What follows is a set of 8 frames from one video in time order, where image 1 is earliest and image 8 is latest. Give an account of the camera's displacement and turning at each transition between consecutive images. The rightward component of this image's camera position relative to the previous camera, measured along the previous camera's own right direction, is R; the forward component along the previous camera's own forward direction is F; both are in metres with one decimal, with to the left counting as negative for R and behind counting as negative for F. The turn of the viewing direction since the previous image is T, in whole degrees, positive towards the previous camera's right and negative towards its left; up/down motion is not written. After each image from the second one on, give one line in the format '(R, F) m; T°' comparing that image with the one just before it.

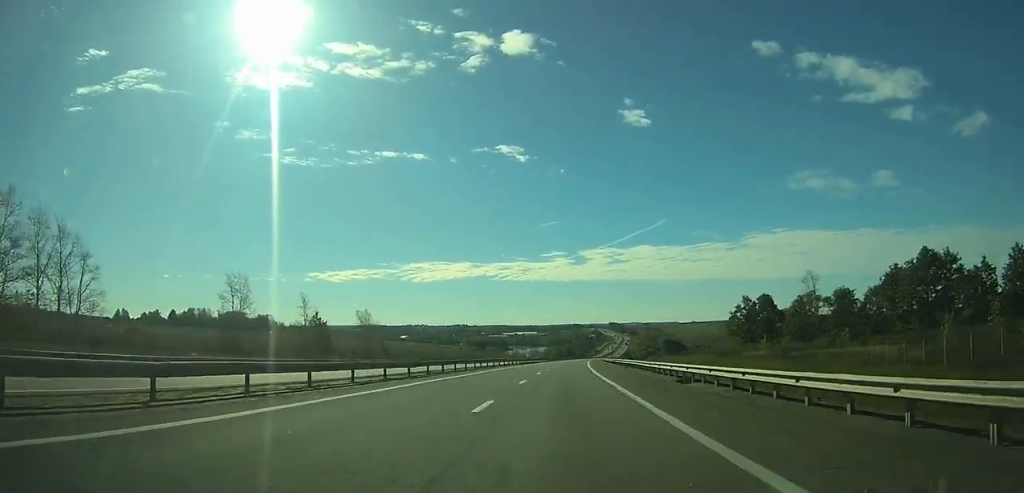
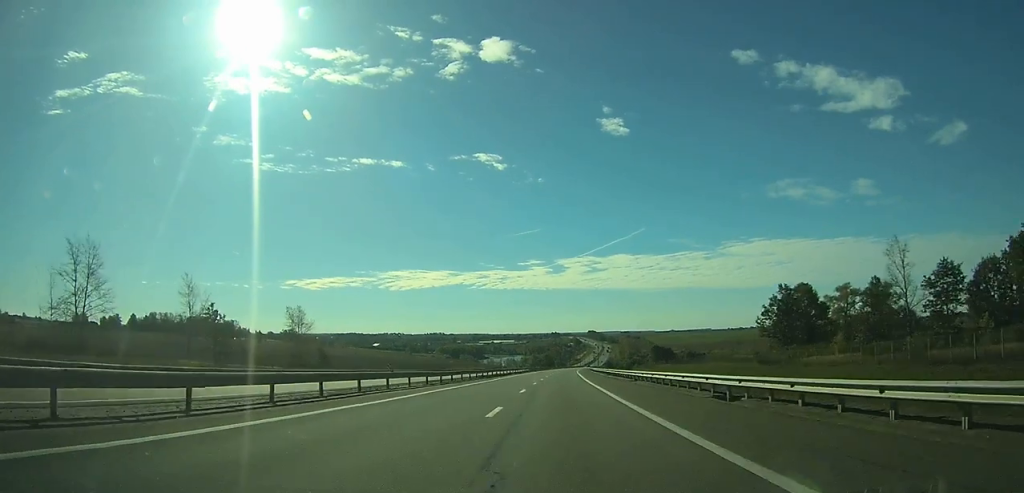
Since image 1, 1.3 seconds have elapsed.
(+0.3, +35.0) m; +2°
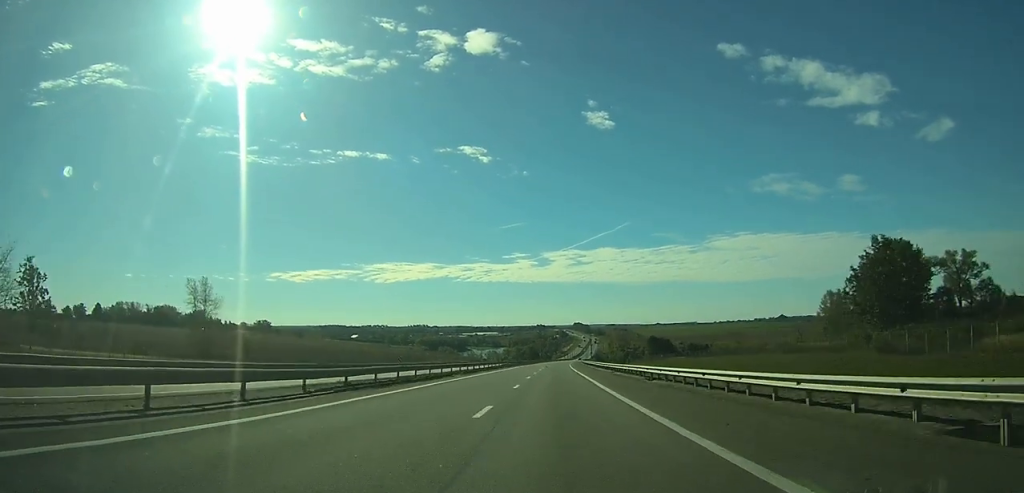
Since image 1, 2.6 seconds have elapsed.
(+0.8, +37.0) m; +1°
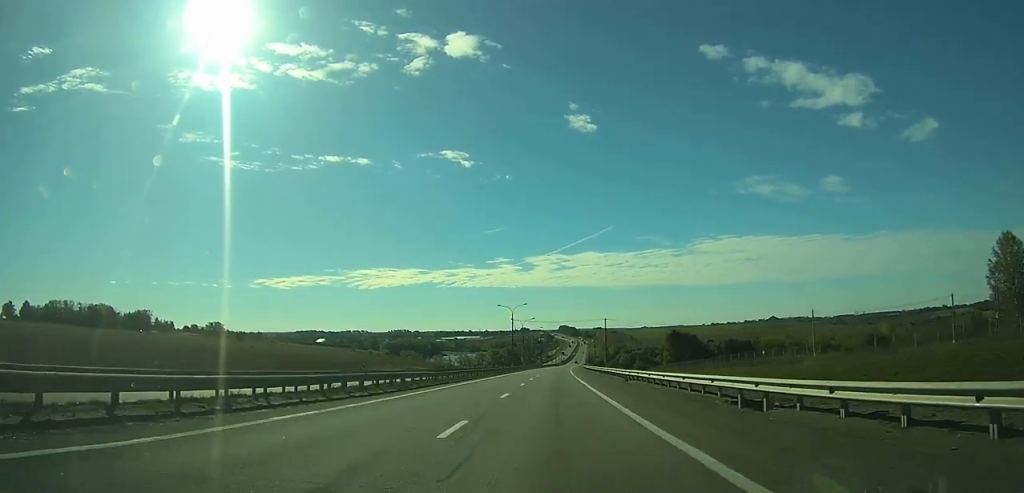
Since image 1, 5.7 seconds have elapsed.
(+2.0, +85.5) m; +2°
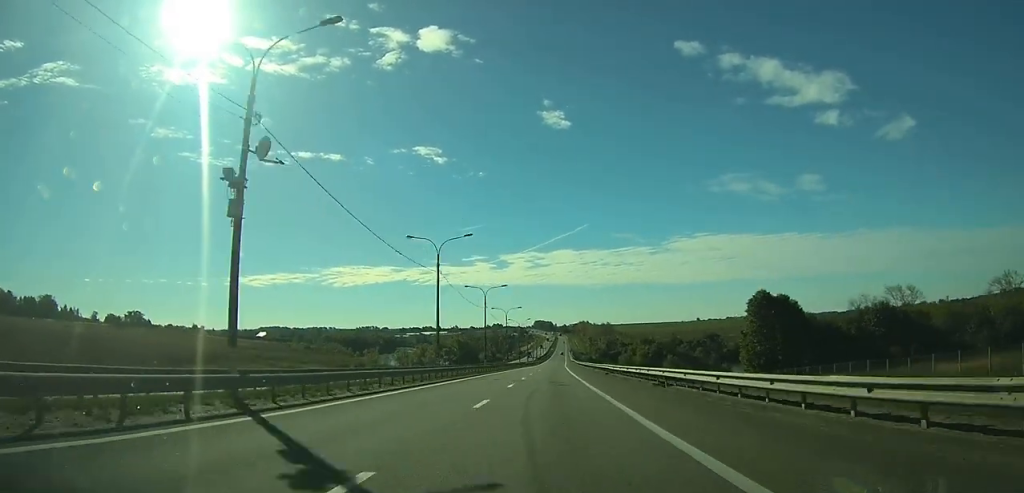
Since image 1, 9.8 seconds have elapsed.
(+2.0, +114.6) m; +2°
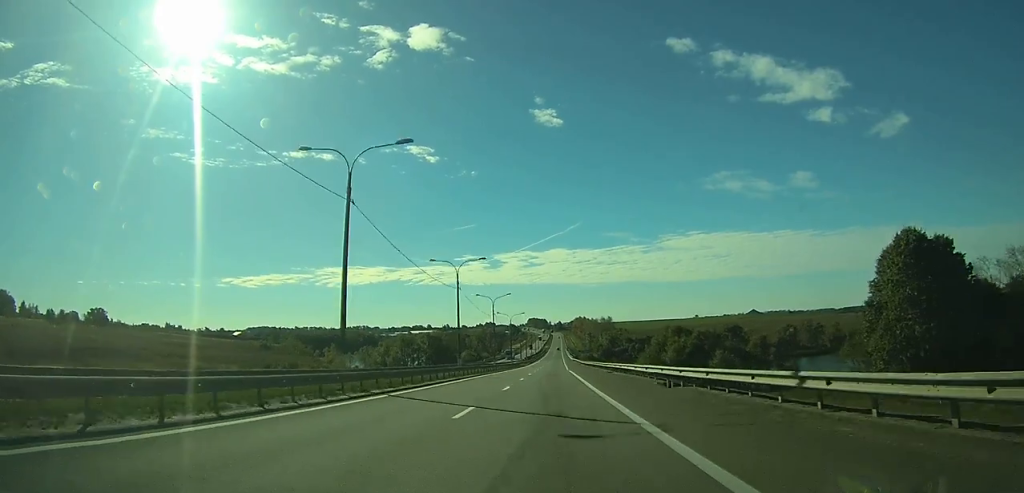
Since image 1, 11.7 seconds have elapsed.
(+0.3, +51.1) m; +1°
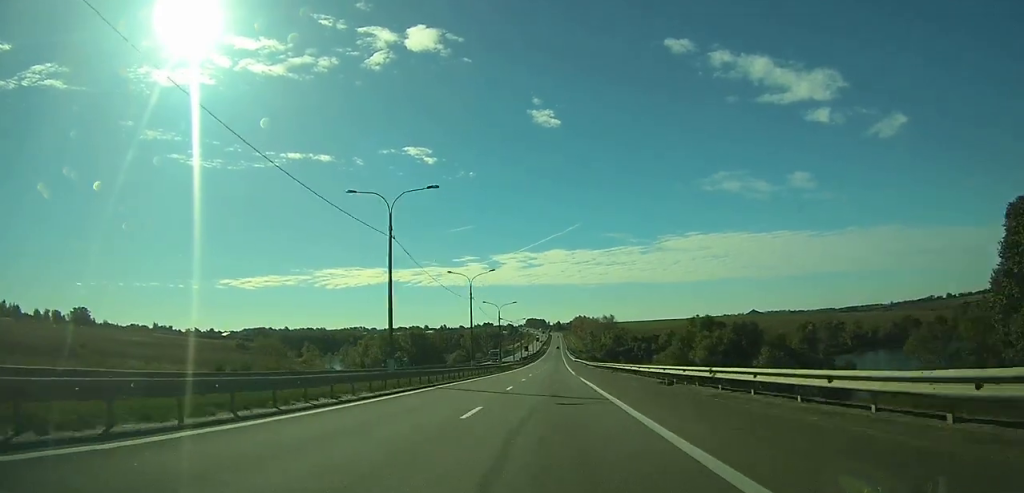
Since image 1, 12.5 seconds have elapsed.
(+0.1, +23.7) m; 0°
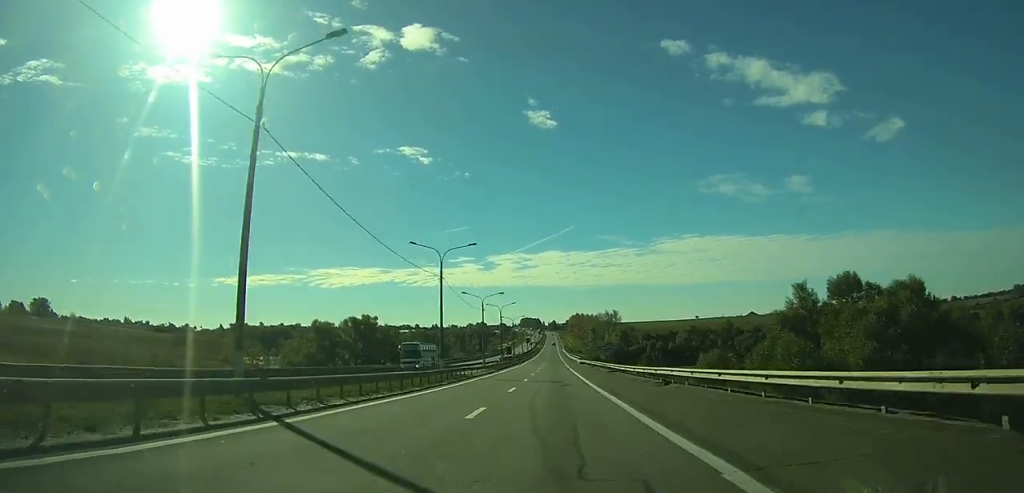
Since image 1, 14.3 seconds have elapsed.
(+0.2, +47.4) m; 0°
